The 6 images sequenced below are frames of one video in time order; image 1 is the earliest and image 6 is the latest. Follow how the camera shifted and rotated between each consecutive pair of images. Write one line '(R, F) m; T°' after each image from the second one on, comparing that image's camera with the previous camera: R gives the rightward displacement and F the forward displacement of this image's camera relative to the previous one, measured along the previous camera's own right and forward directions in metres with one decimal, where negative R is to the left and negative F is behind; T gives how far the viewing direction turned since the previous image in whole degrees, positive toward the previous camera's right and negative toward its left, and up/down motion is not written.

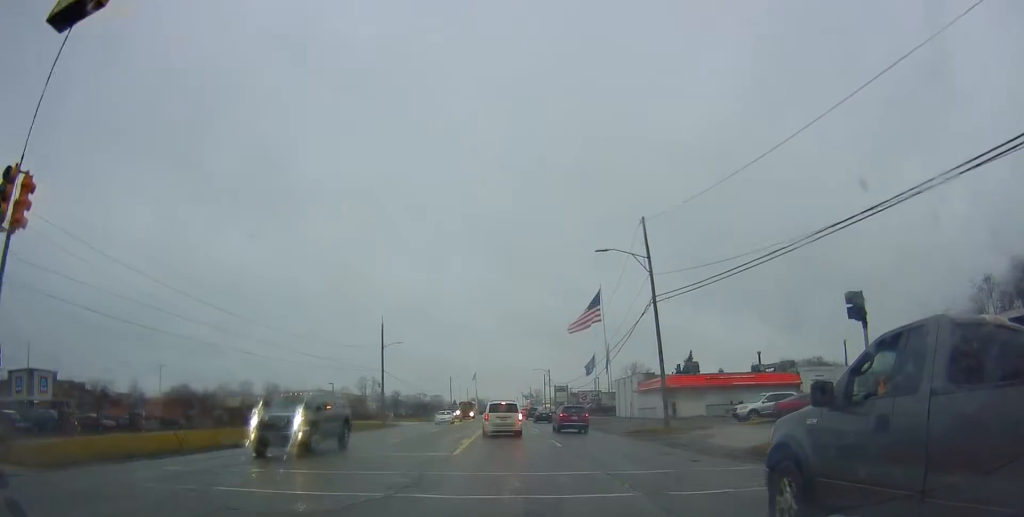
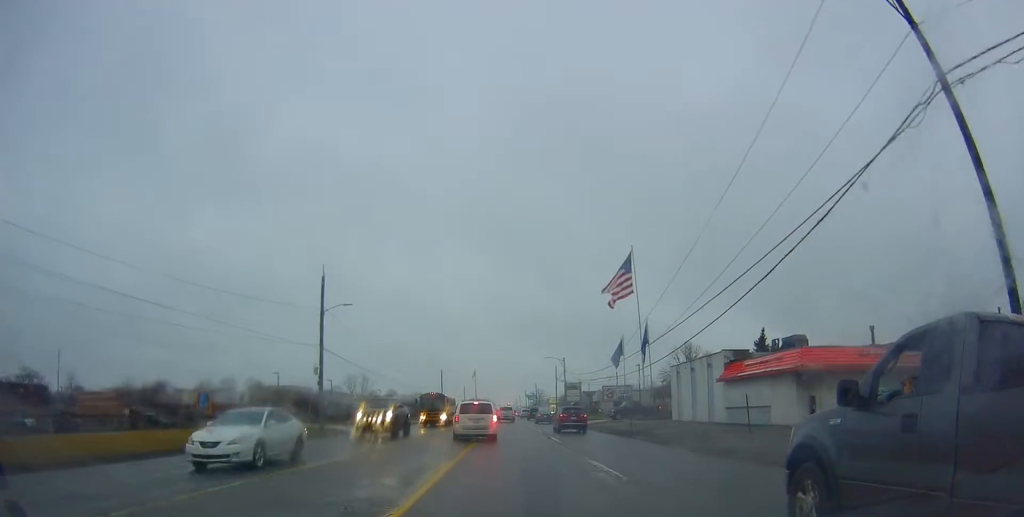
(0.0, +25.8) m; +3°
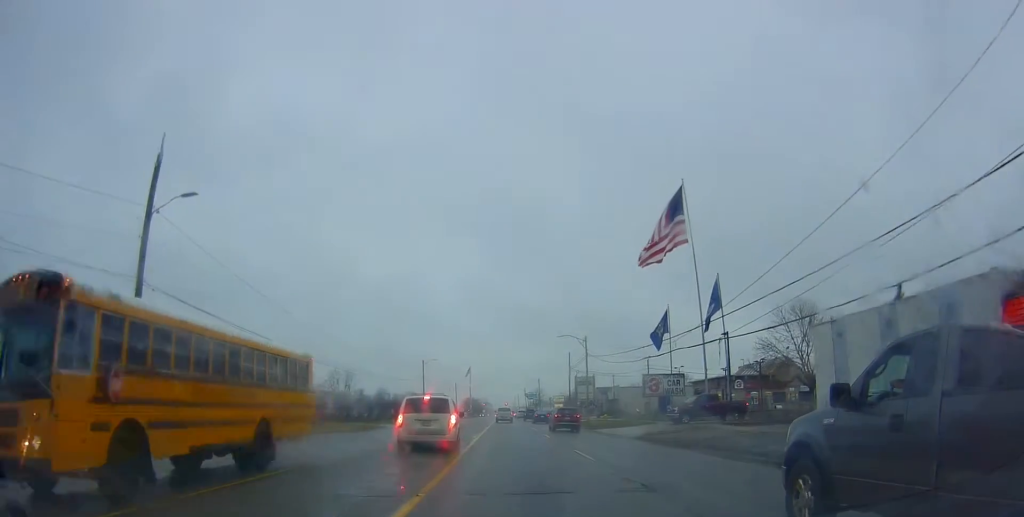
(+0.2, +25.4) m; 0°
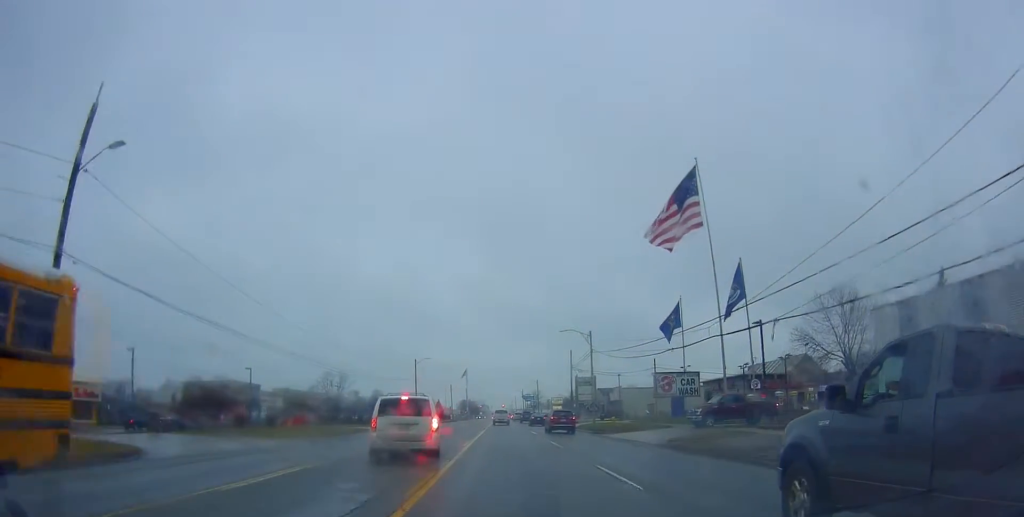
(0.0, +5.4) m; 0°
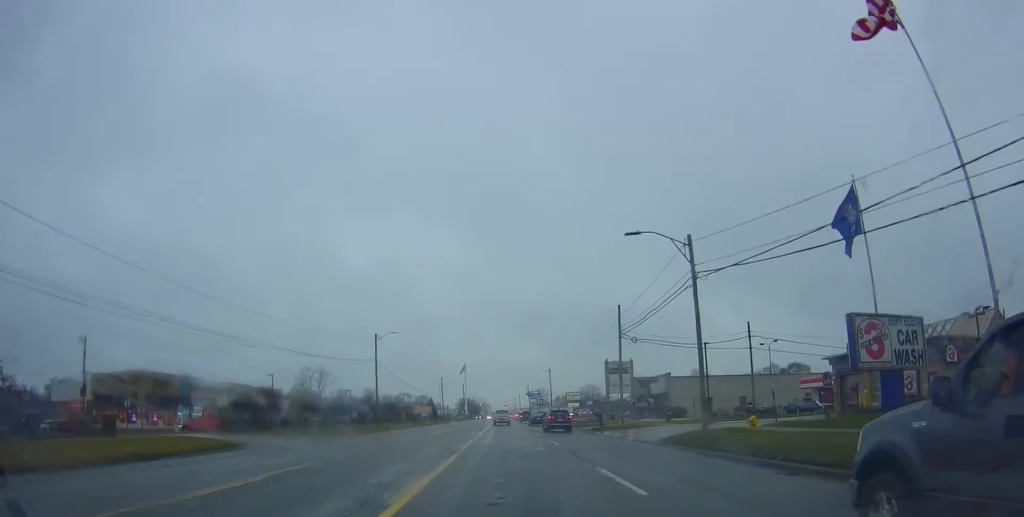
(-1.3, +30.9) m; -2°
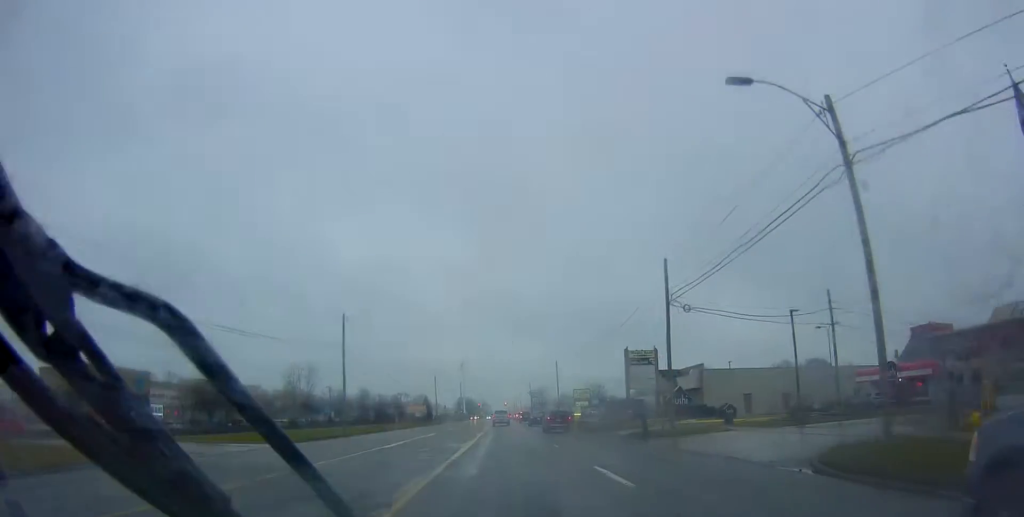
(+0.5, +13.5) m; +2°
